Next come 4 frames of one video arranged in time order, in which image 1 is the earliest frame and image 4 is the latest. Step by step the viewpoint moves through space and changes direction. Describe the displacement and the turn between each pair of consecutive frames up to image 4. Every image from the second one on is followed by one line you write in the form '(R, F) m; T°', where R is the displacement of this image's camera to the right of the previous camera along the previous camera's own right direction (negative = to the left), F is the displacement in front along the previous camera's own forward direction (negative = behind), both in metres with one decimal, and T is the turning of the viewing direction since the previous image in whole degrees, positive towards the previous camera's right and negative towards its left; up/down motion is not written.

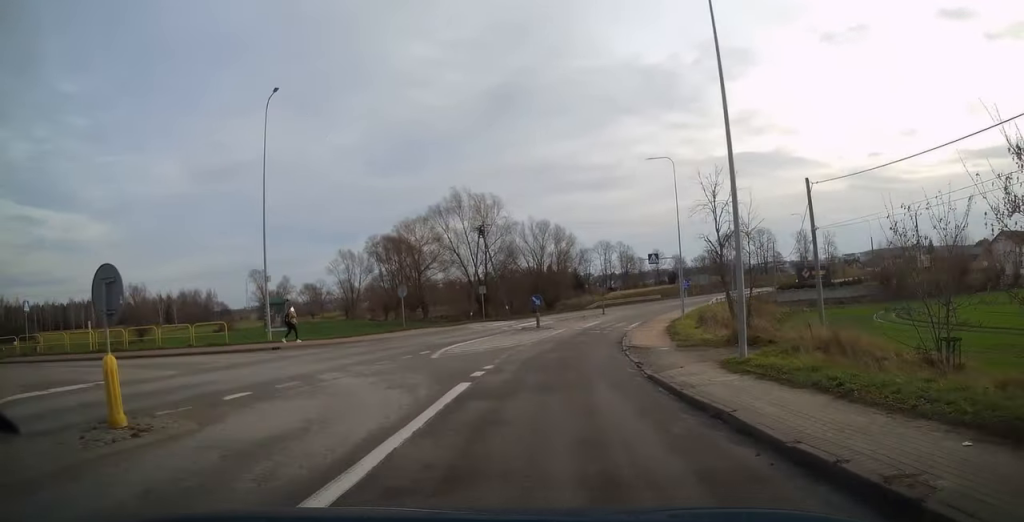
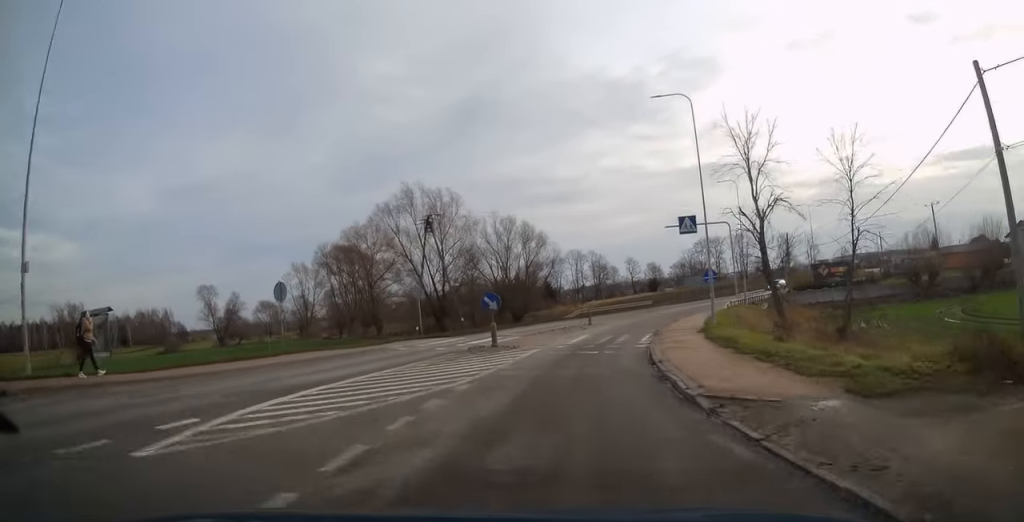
(+0.3, +14.5) m; +2°
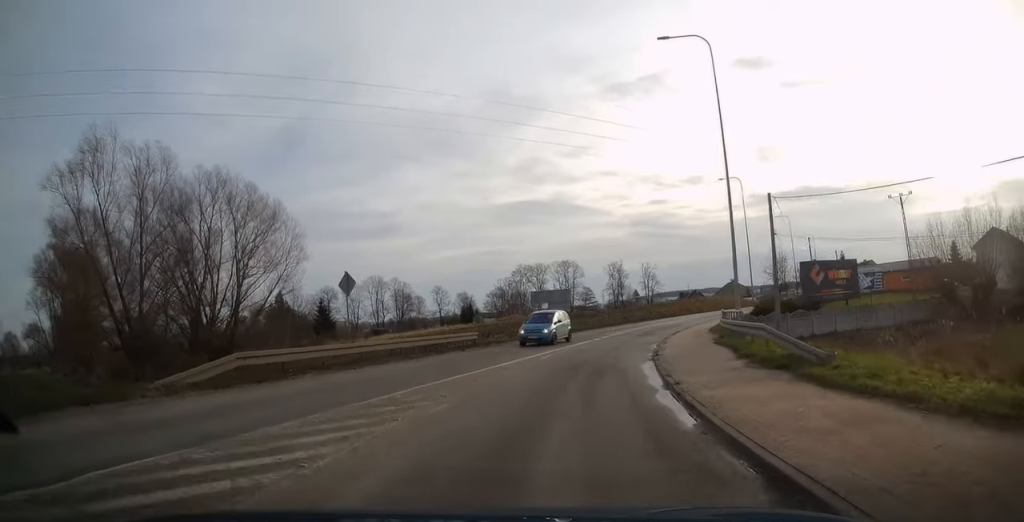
(+2.8, +37.1) m; +12°
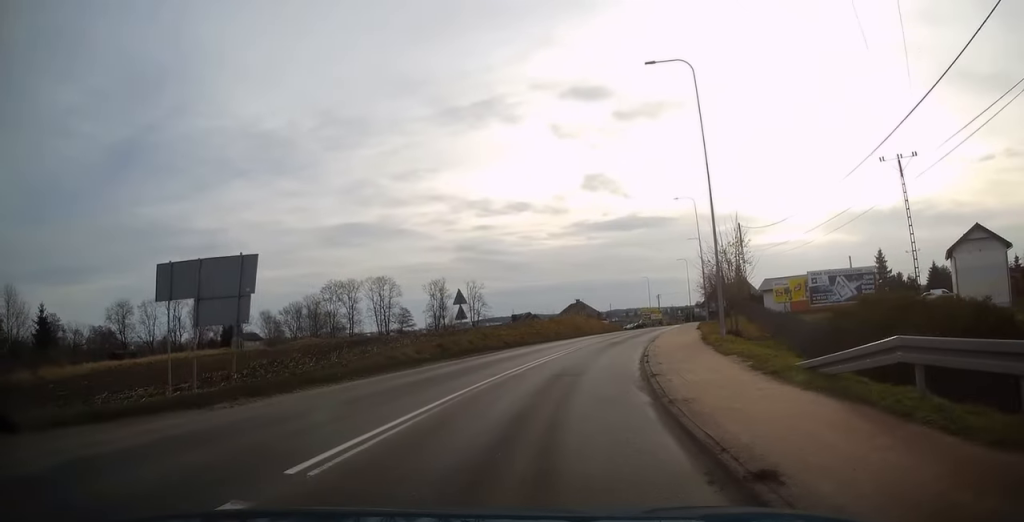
(+4.0, +29.9) m; +16°
